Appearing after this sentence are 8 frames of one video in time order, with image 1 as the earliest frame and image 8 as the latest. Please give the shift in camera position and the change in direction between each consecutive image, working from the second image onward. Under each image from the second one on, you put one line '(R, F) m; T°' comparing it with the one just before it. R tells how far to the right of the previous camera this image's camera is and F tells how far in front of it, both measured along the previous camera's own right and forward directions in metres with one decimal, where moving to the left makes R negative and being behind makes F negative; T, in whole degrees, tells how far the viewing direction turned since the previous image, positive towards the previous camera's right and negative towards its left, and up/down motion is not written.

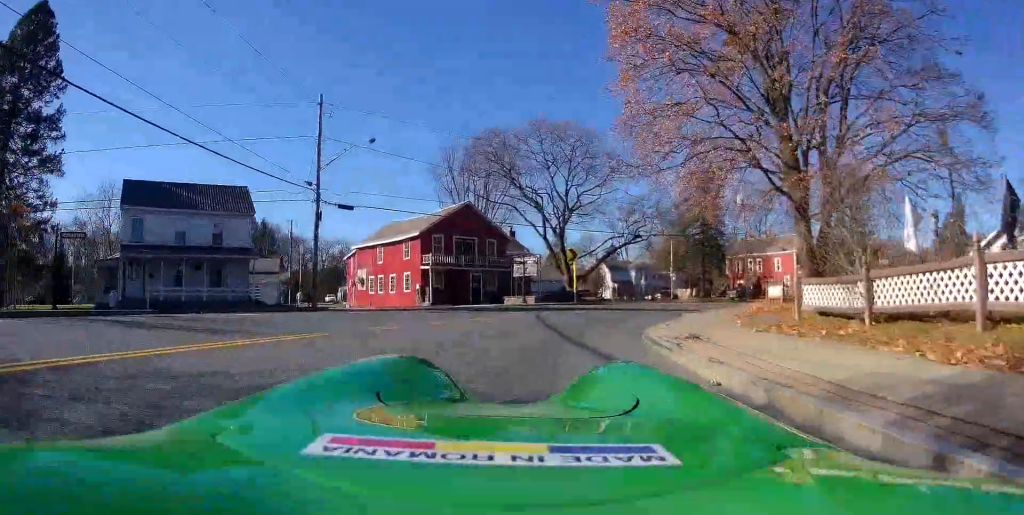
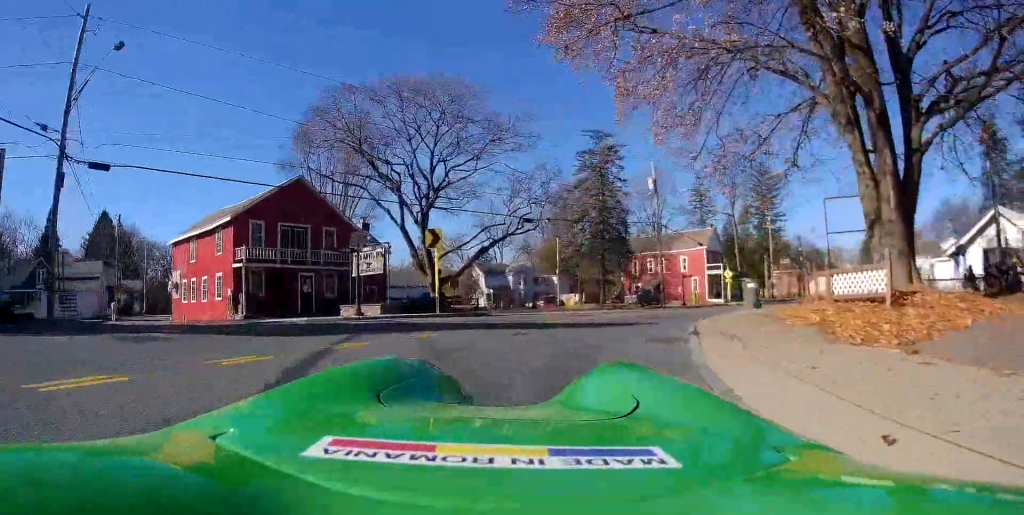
(+1.5, +11.7) m; +12°
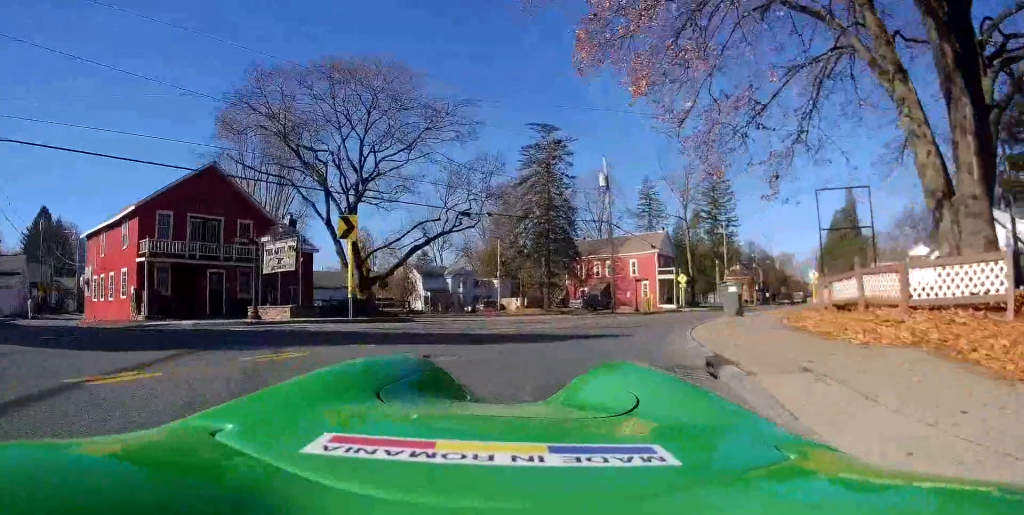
(0.0, +3.8) m; +5°
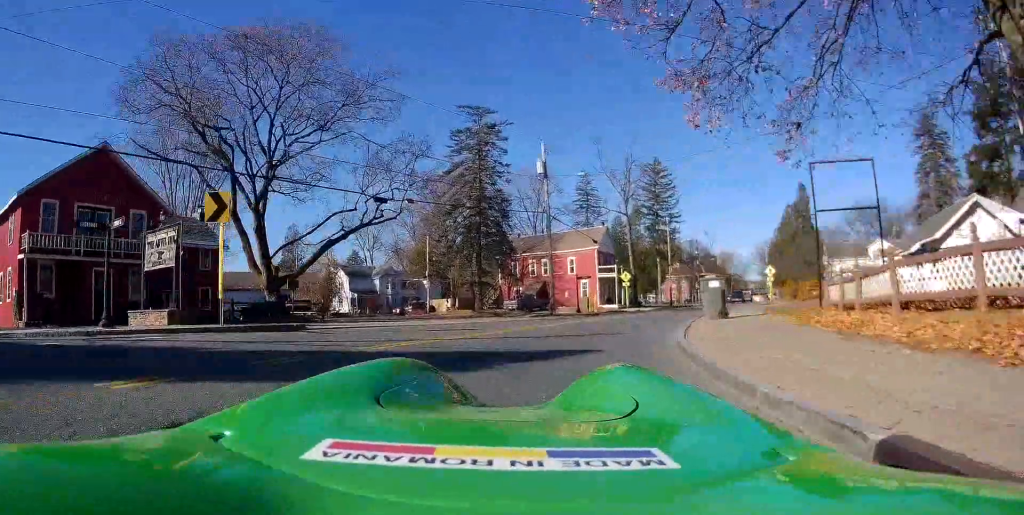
(-0.1, +4.1) m; +7°
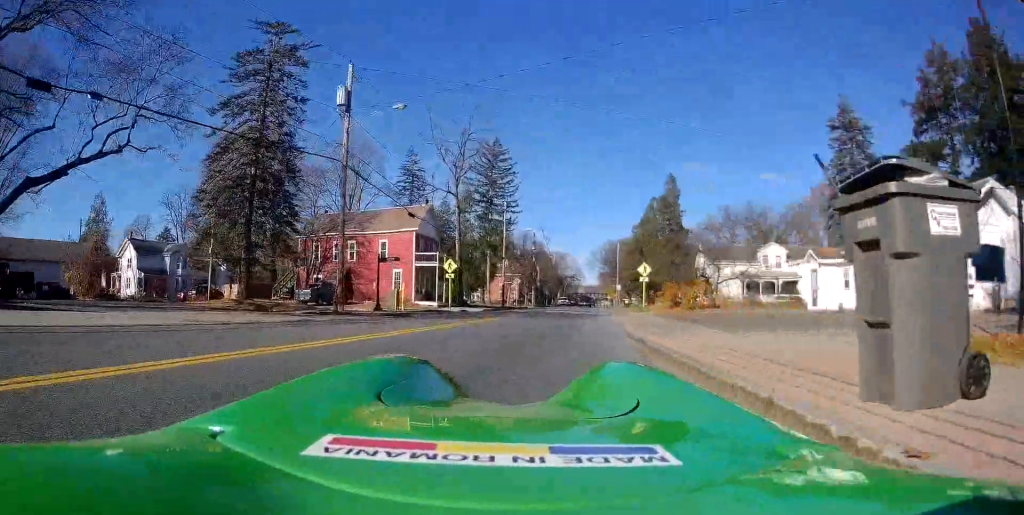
(+3.4, +12.3) m; +25°
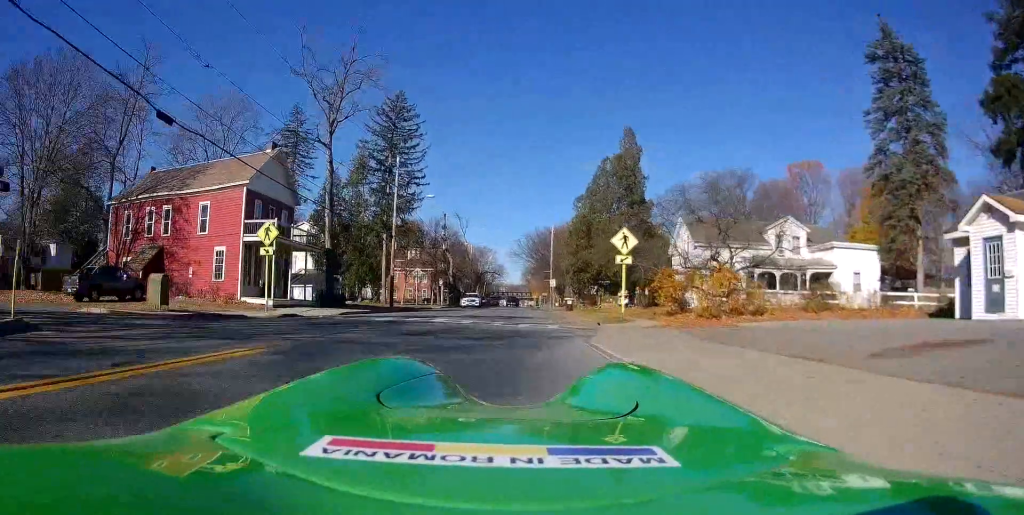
(+2.3, +20.5) m; +4°
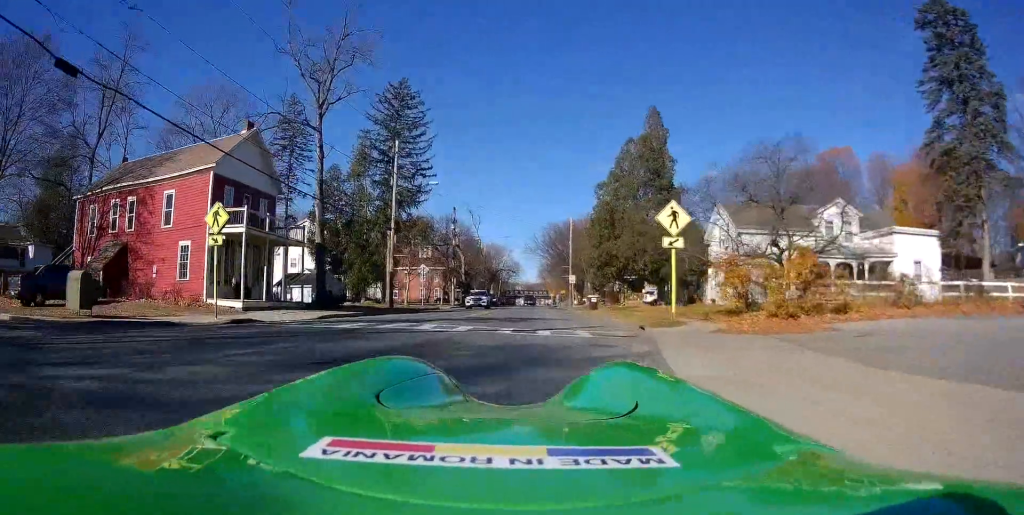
(0.0, +5.6) m; 0°
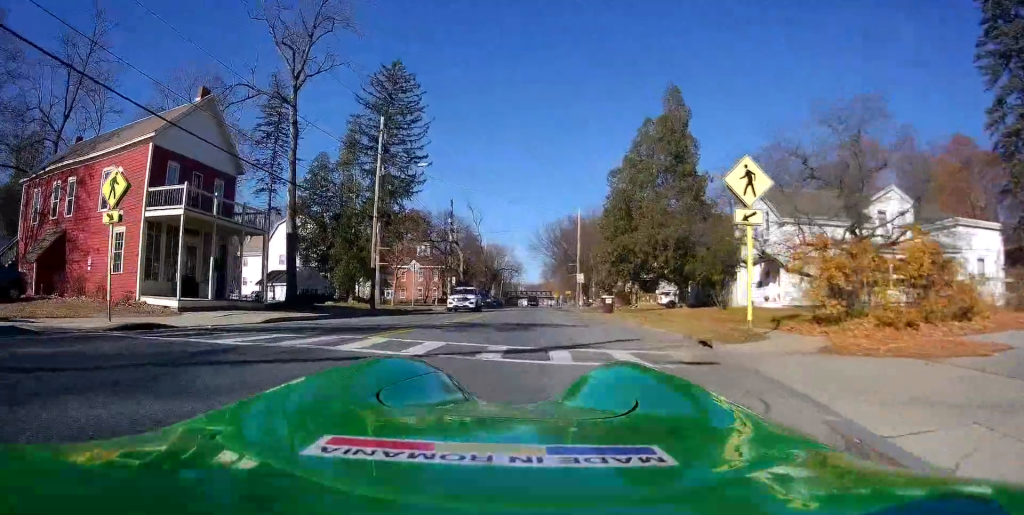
(0.0, +5.9) m; 0°
